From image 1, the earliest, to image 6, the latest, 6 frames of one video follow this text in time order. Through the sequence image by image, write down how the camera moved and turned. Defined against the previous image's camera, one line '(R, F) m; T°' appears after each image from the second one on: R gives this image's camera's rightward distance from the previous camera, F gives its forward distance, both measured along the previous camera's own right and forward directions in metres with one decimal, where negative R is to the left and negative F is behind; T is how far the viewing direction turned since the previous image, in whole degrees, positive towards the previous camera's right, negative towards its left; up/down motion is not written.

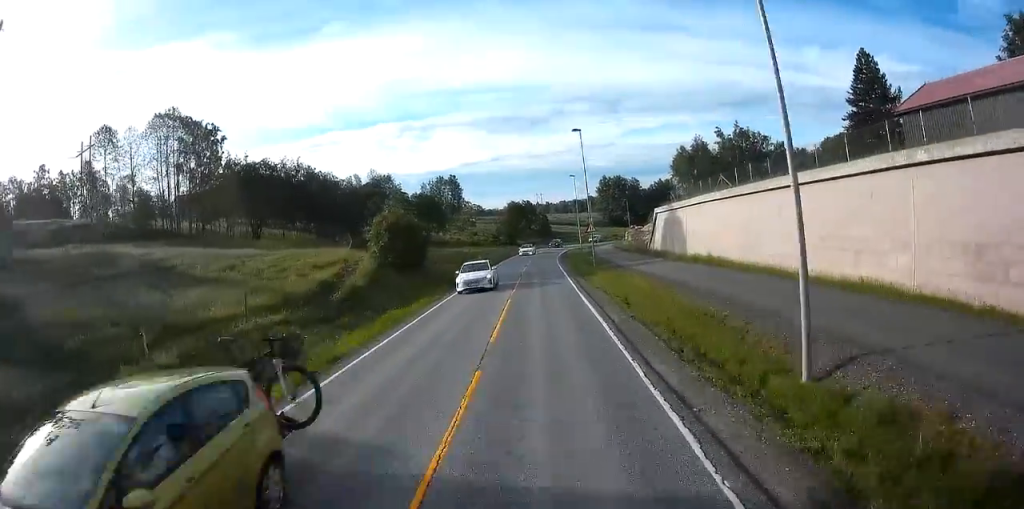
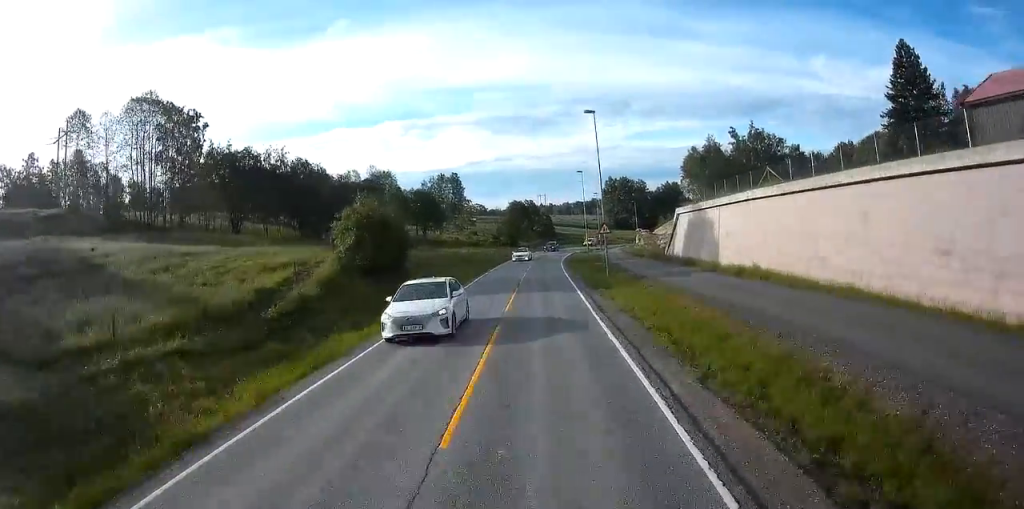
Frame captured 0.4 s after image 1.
(0.0, +6.6) m; 0°
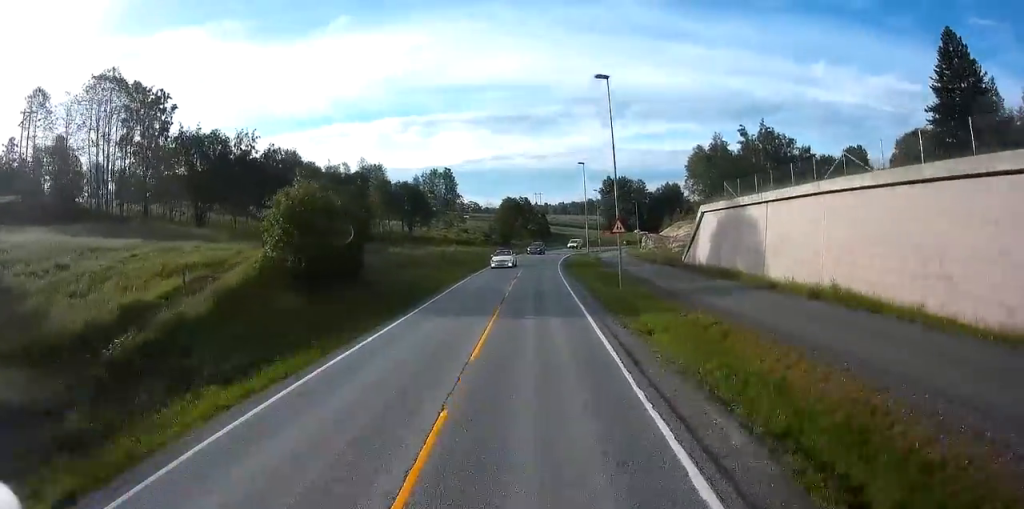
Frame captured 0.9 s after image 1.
(-0.1, +7.7) m; 0°
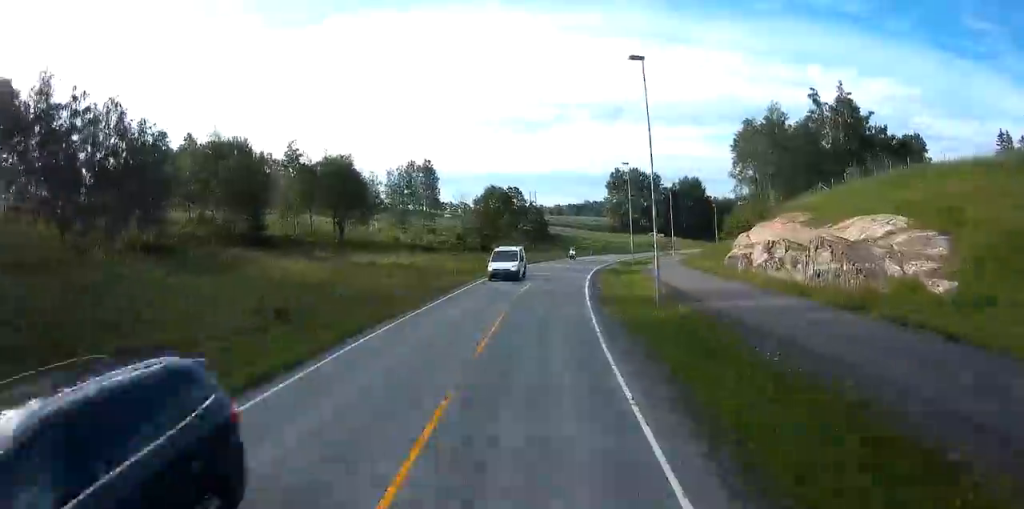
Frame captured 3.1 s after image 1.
(-0.3, +35.0) m; -1°
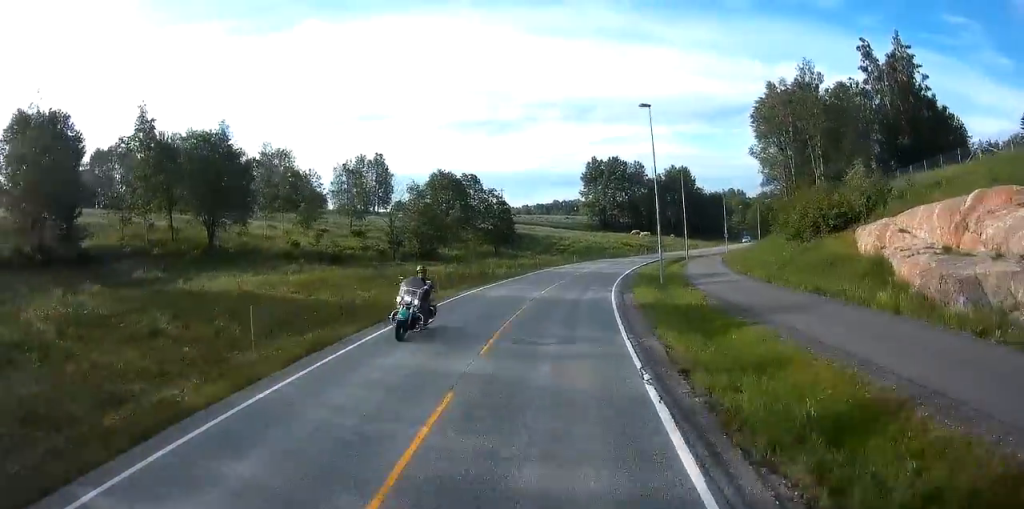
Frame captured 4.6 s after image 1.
(+0.1, +24.4) m; +3°
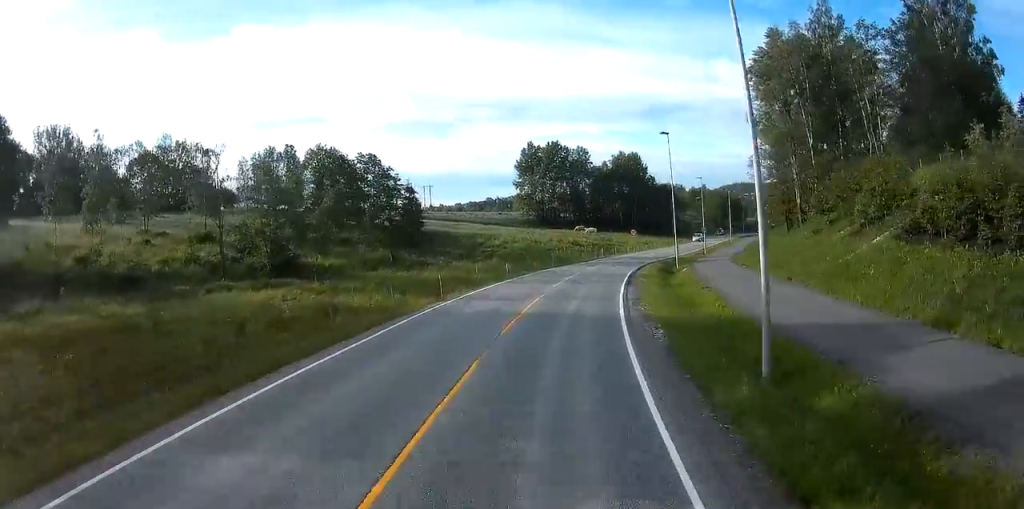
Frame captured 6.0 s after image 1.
(+1.3, +21.9) m; +7°
